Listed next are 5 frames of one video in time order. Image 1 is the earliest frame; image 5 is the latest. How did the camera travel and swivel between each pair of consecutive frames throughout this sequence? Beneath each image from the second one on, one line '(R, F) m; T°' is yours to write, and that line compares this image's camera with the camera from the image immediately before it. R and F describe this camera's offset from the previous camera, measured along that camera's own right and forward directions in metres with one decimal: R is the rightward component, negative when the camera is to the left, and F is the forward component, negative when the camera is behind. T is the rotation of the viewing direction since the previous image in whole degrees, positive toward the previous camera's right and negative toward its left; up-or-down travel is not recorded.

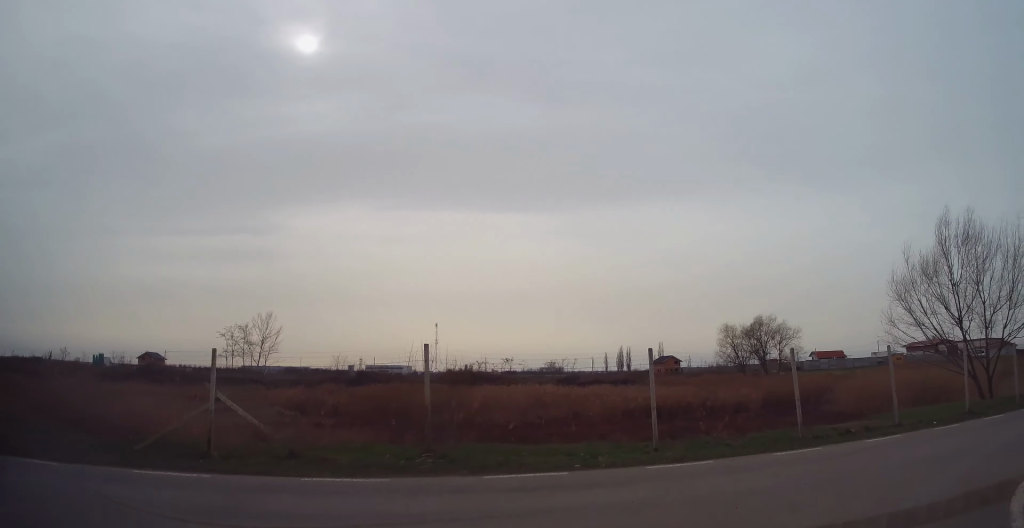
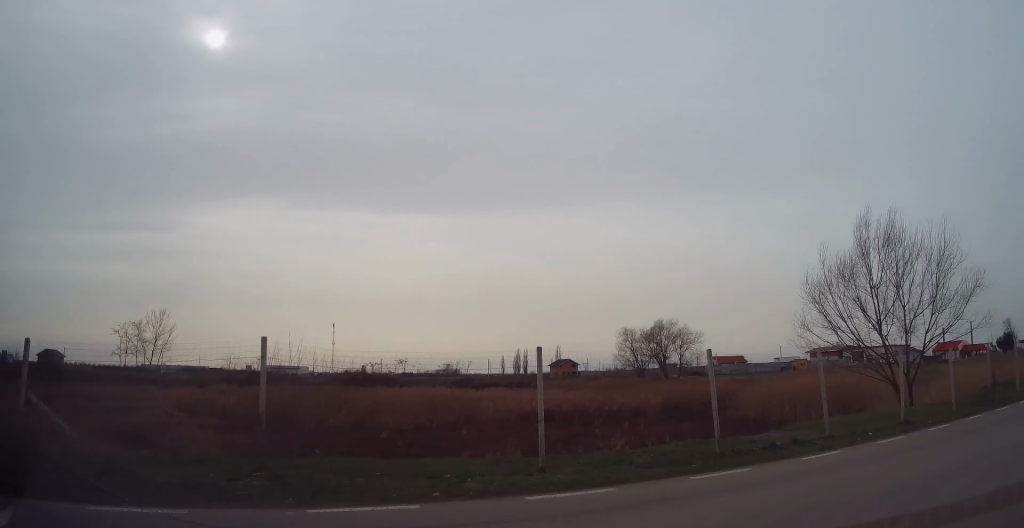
(+0.4, +2.6) m; +12°
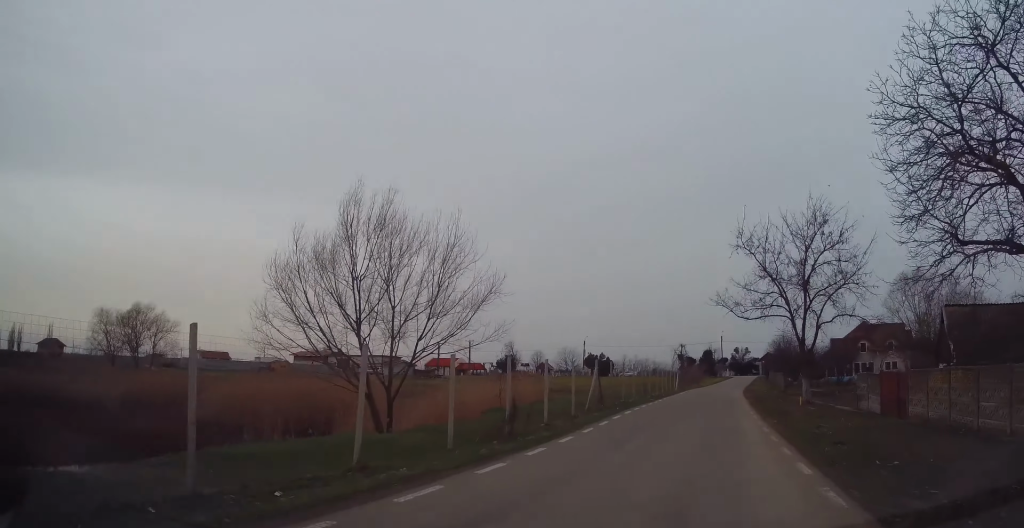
(+2.5, +6.4) m; +42°
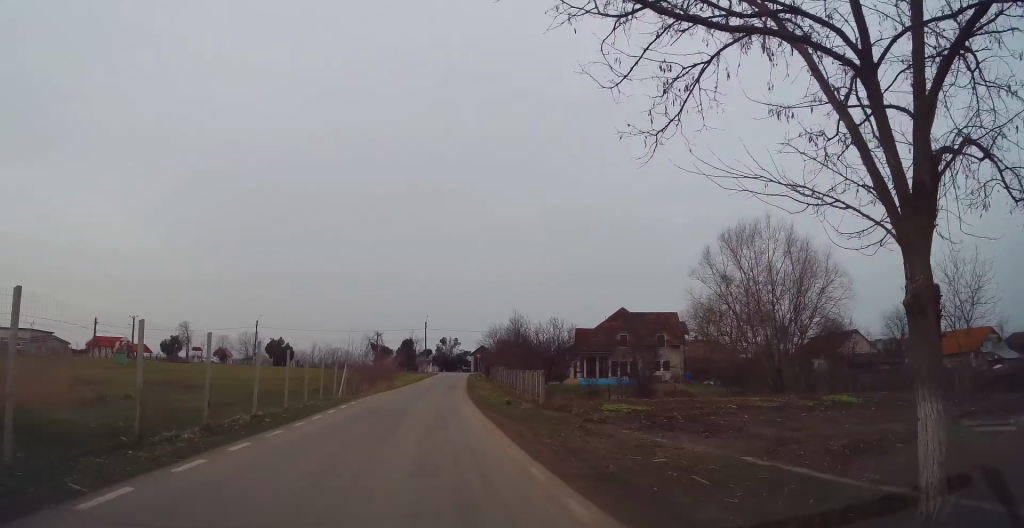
(+6.9, +21.2) m; +21°
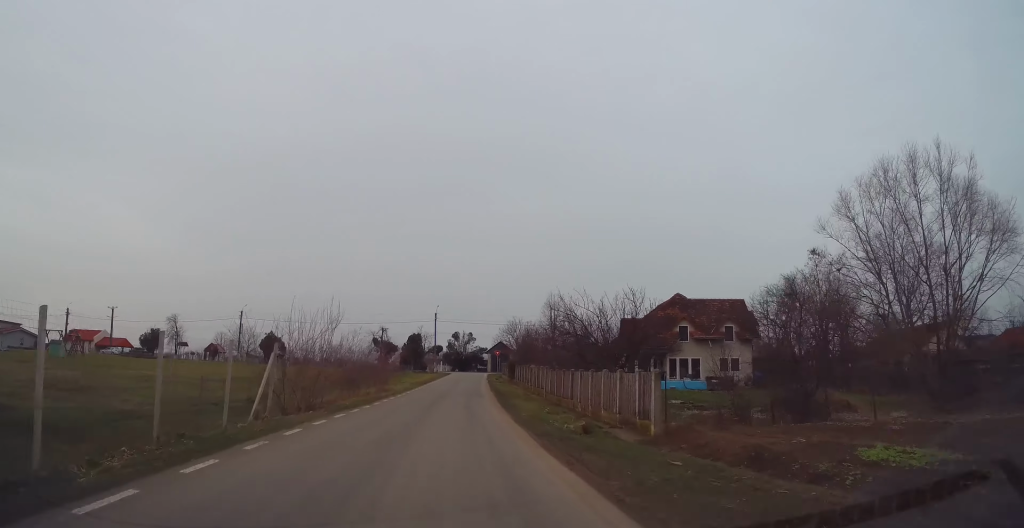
(0.0, +14.5) m; +1°
